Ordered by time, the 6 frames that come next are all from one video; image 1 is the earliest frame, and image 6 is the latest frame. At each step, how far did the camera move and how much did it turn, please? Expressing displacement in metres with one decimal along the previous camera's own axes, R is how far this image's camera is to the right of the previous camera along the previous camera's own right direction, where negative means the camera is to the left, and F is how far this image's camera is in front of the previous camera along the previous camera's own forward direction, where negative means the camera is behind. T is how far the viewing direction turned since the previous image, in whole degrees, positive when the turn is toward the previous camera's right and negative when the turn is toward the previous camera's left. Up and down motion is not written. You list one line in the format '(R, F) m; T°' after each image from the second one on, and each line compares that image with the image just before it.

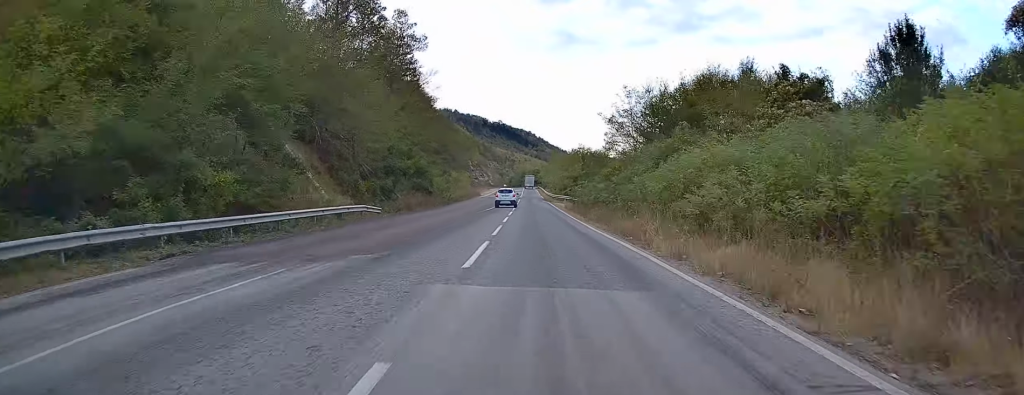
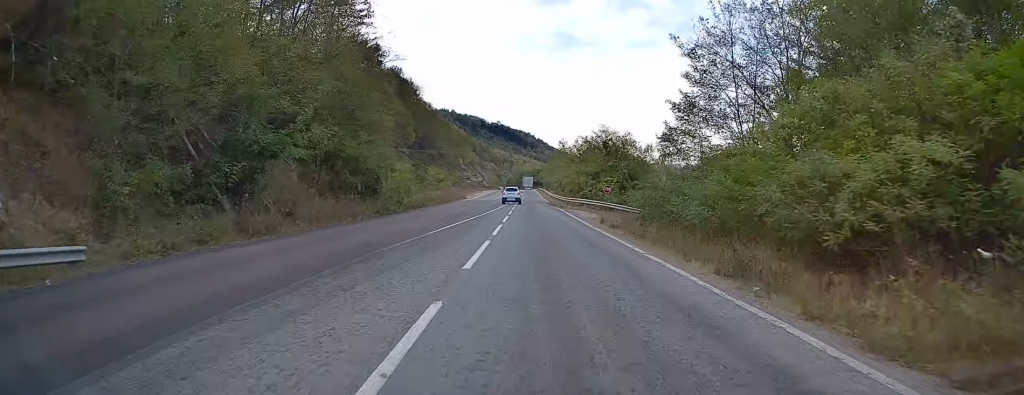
(+0.2, +27.9) m; 0°
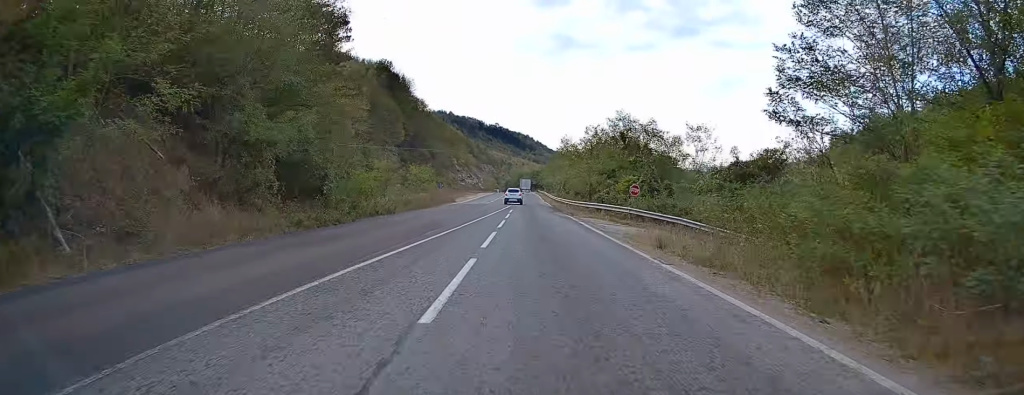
(-0.1, +13.1) m; 0°
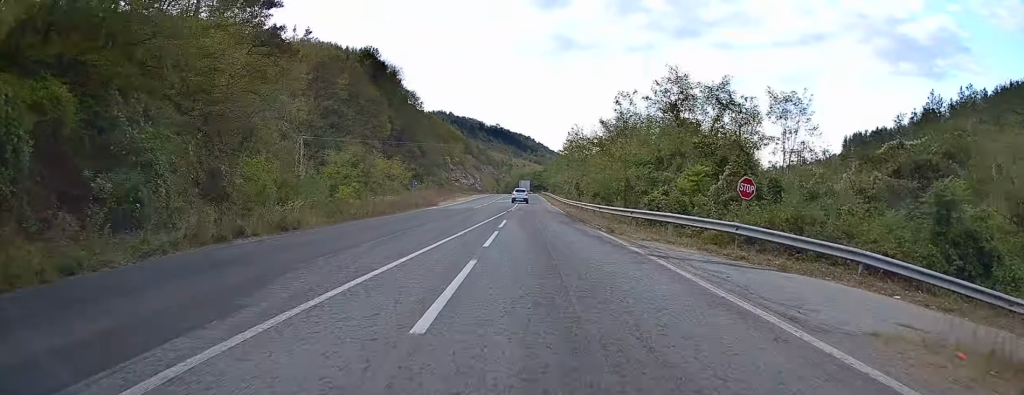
(+0.1, +18.7) m; 0°
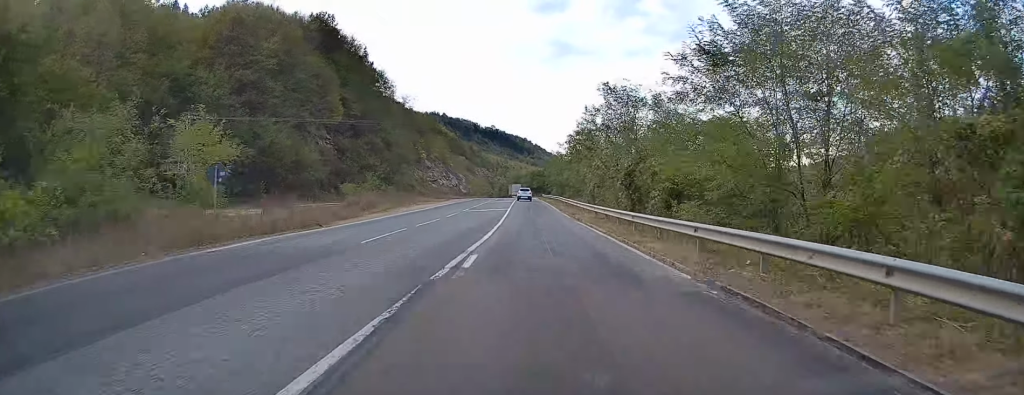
(+0.1, +35.5) m; 0°
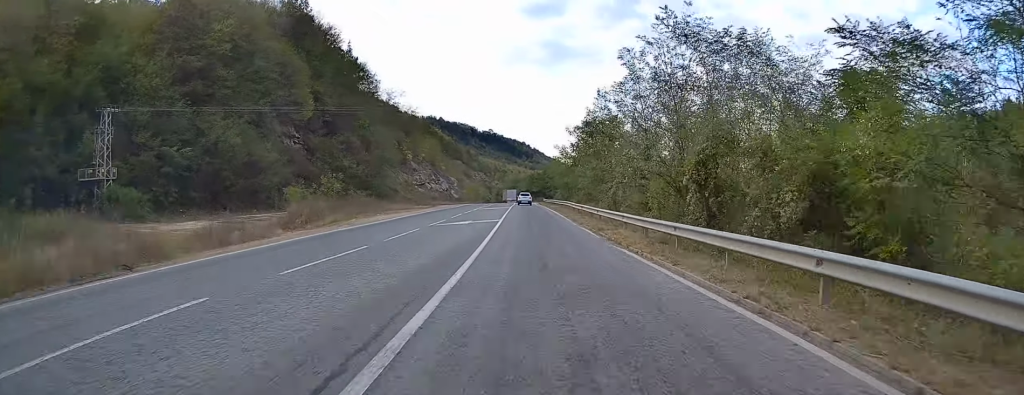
(+0.1, +14.5) m; 0°
